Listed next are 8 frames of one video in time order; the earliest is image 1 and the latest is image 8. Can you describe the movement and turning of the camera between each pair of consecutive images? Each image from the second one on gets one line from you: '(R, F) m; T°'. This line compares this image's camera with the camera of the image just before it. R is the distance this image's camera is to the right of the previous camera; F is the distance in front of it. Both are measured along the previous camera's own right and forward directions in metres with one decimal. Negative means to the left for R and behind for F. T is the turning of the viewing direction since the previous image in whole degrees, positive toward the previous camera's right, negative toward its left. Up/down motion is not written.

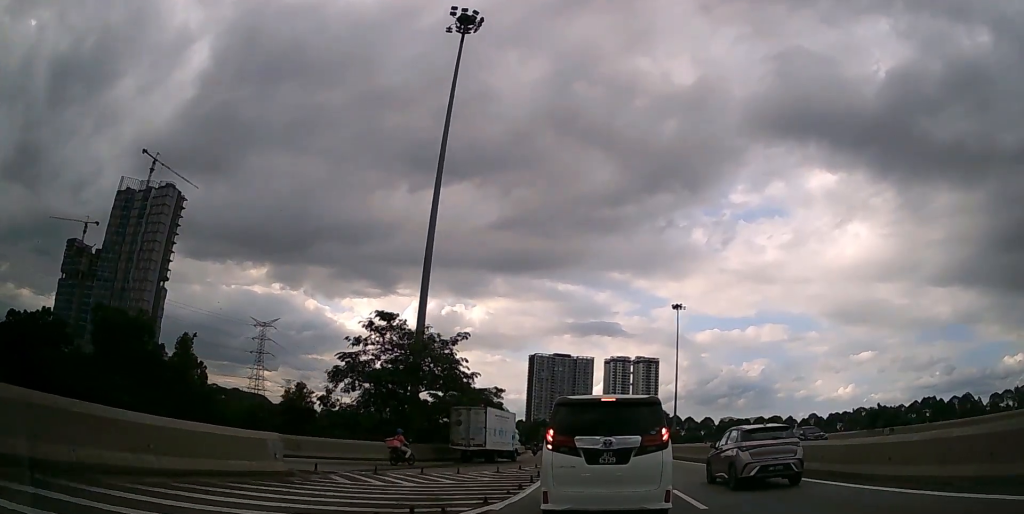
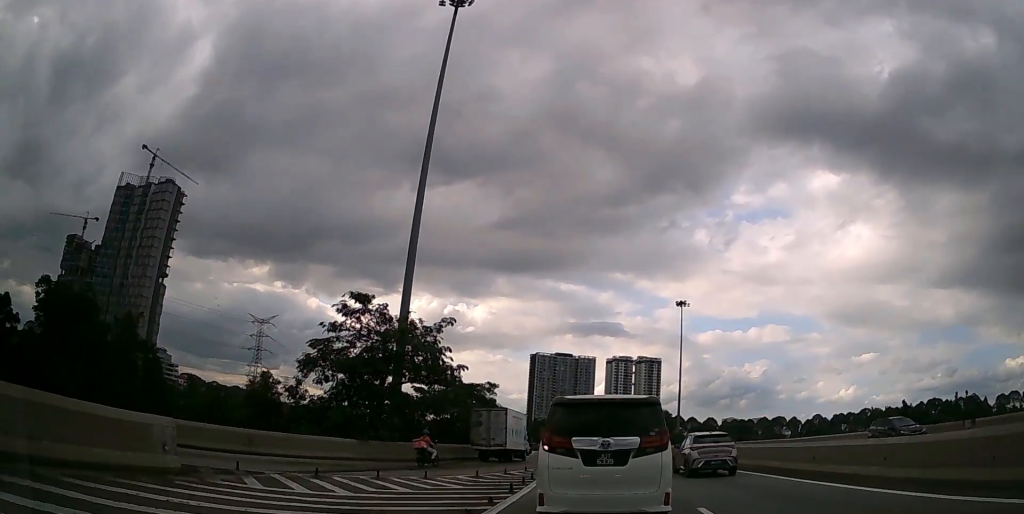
(0.0, +3.6) m; 0°
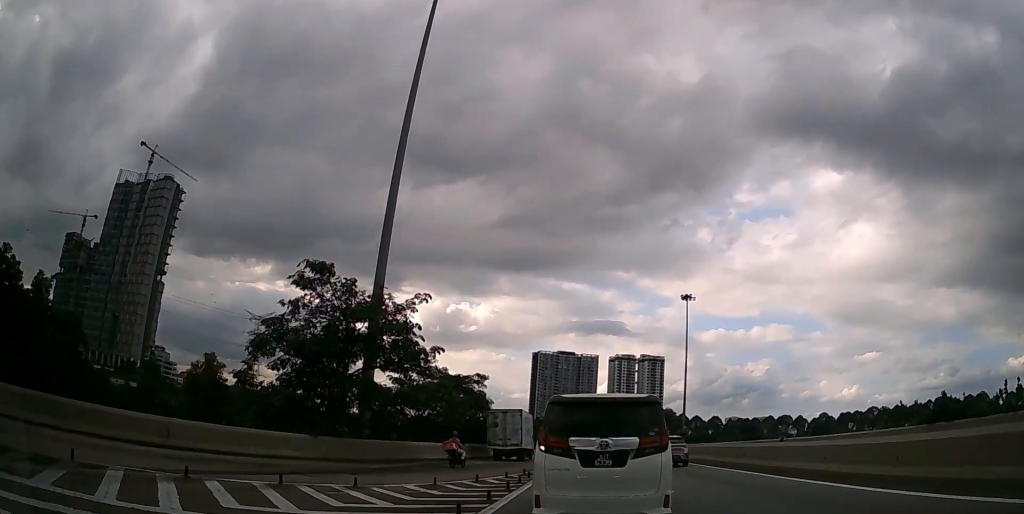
(0.0, +5.2) m; 0°
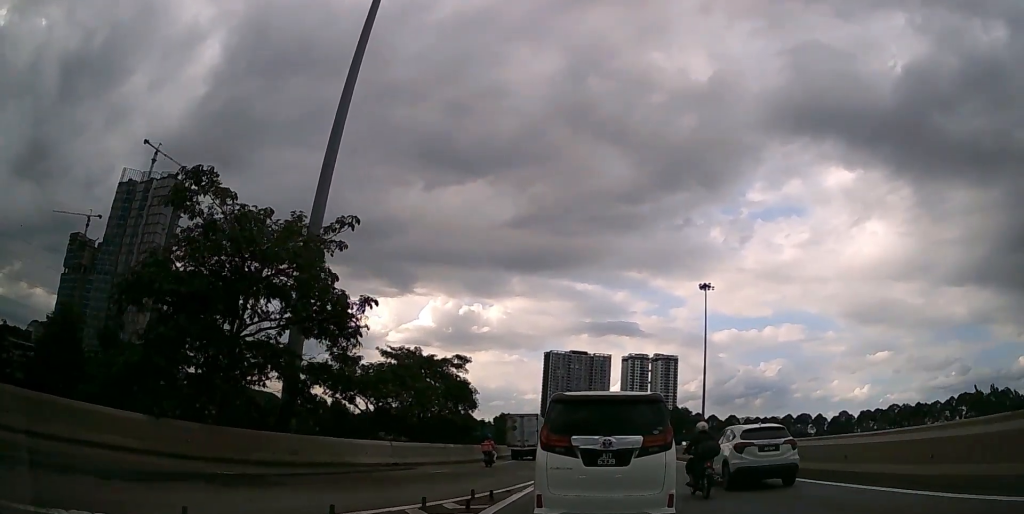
(0.0, +9.7) m; 0°
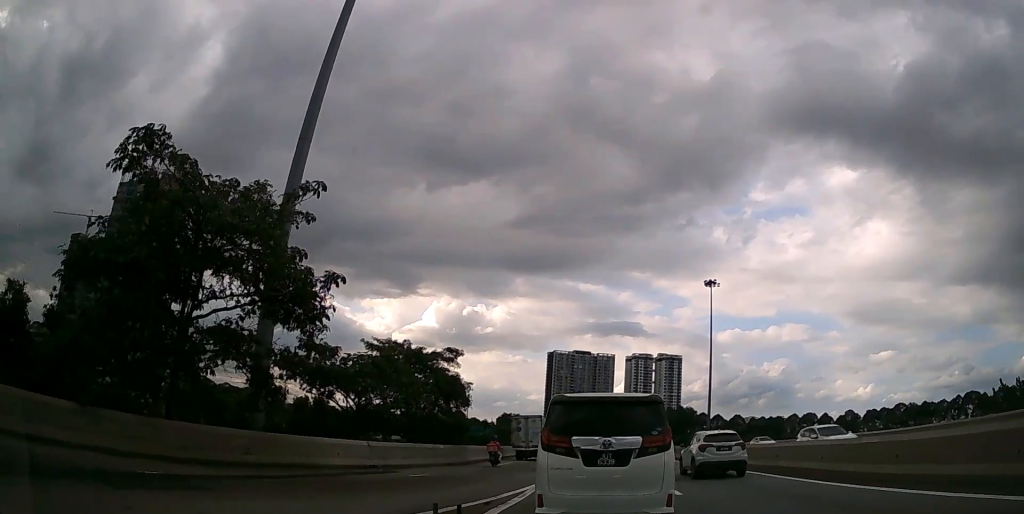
(0.0, +2.7) m; -1°
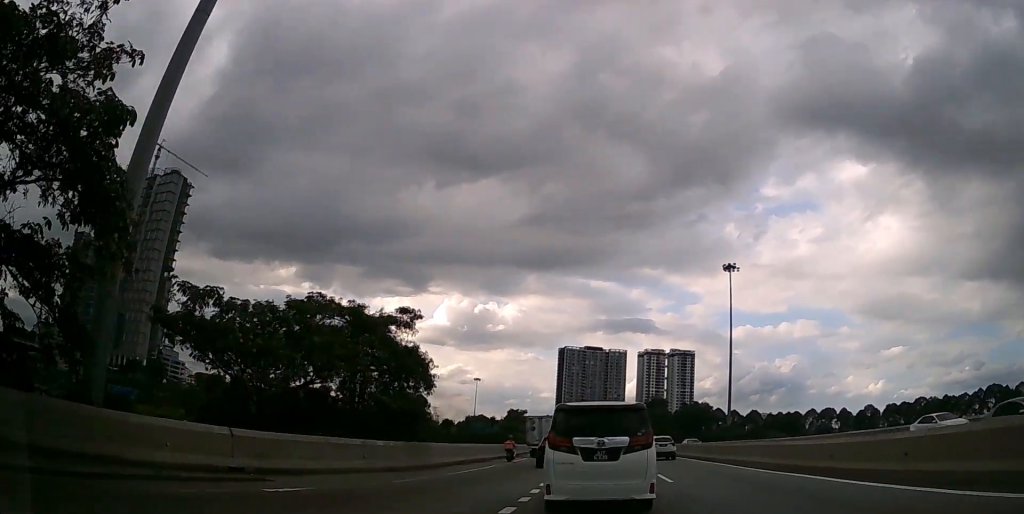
(-0.2, +8.8) m; -2°
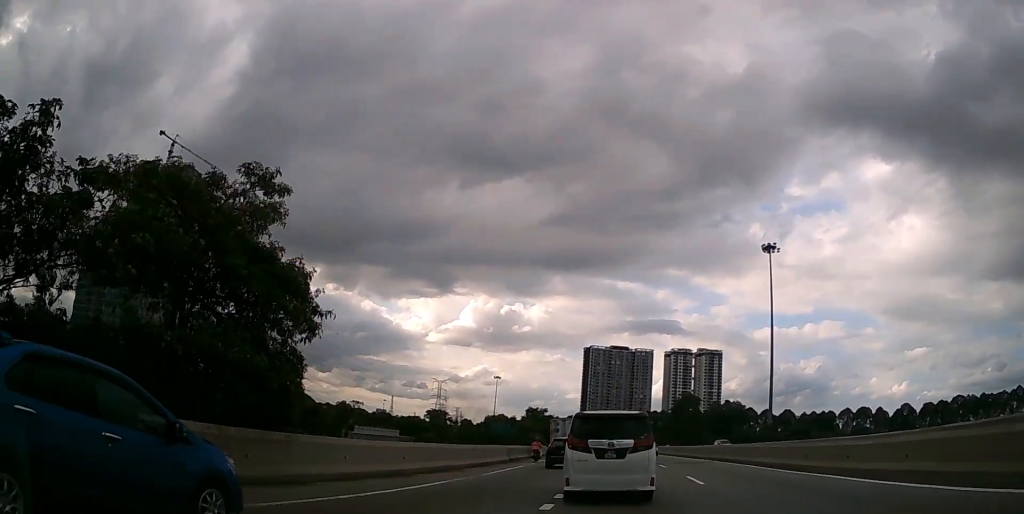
(-0.1, +12.0) m; -2°
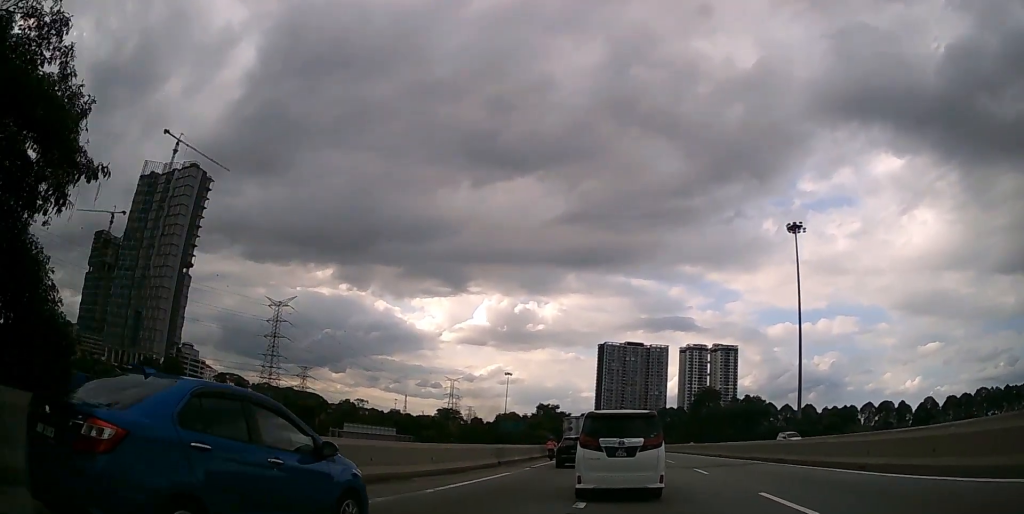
(-0.1, +8.2) m; -1°
